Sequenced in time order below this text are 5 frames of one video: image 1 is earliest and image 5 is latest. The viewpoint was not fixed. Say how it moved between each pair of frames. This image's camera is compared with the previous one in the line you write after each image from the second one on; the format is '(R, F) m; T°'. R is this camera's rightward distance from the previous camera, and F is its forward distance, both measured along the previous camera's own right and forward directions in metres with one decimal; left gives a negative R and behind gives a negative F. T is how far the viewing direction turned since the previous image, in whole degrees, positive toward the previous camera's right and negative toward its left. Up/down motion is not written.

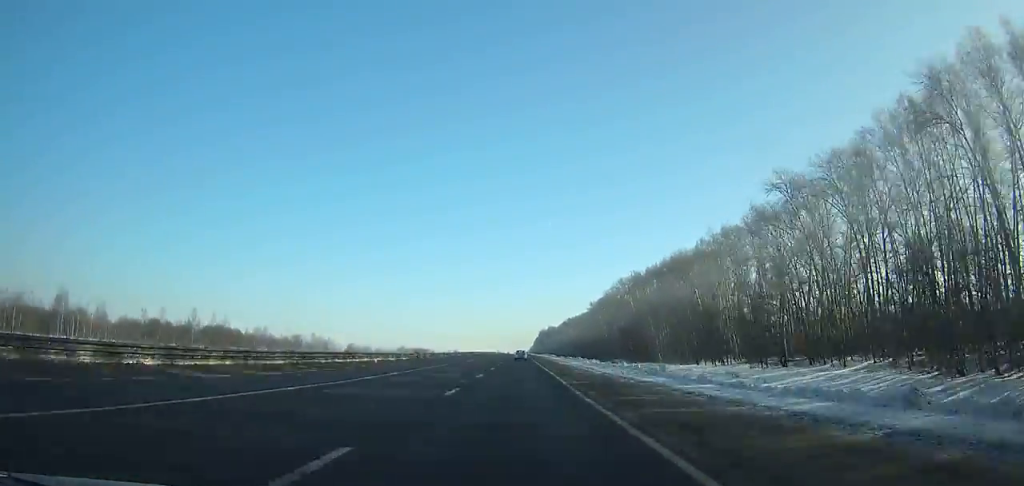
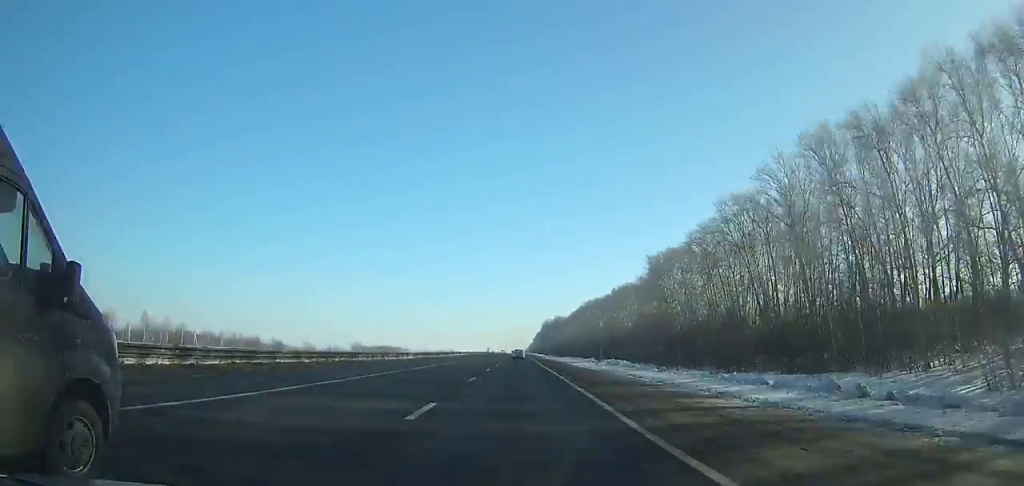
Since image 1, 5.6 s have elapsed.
(+0.2, +139.4) m; 0°
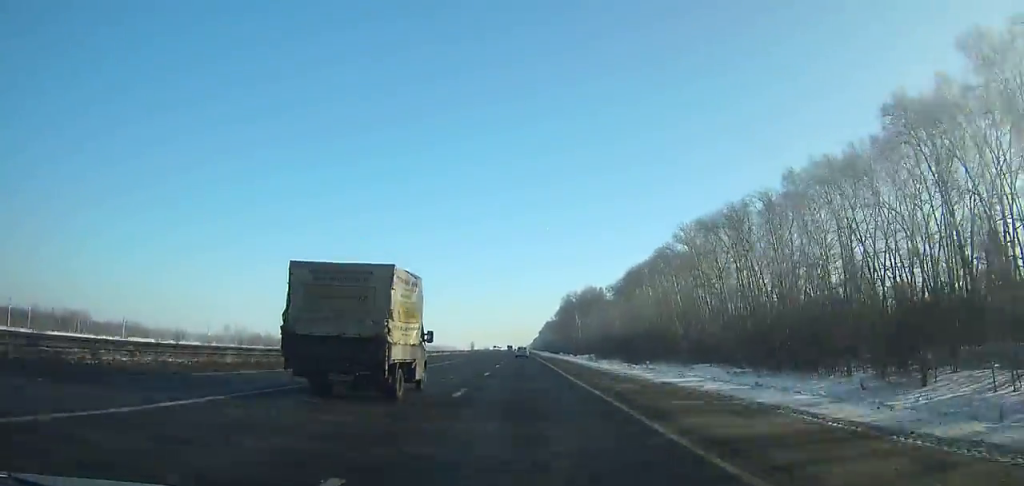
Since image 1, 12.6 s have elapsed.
(+1.0, +177.3) m; +1°
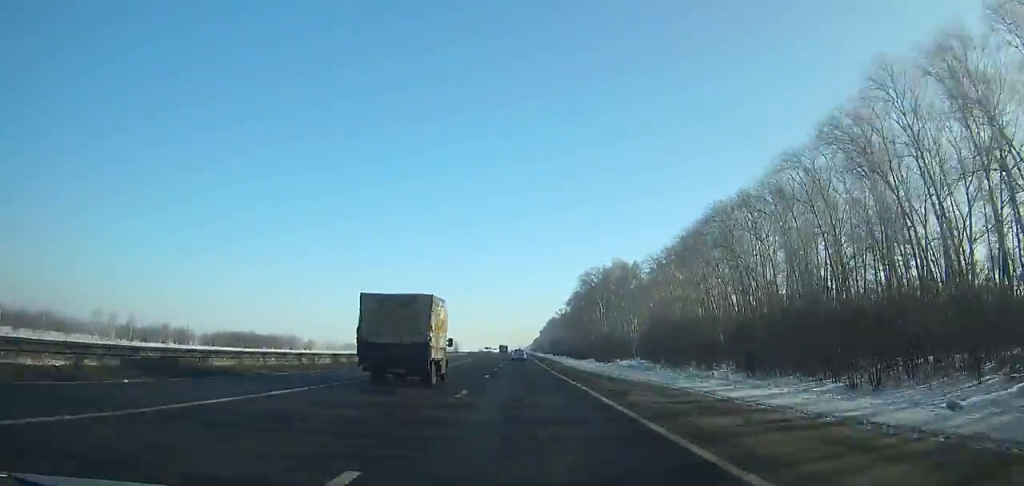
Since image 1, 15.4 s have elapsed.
(+0.2, +71.7) m; 0°
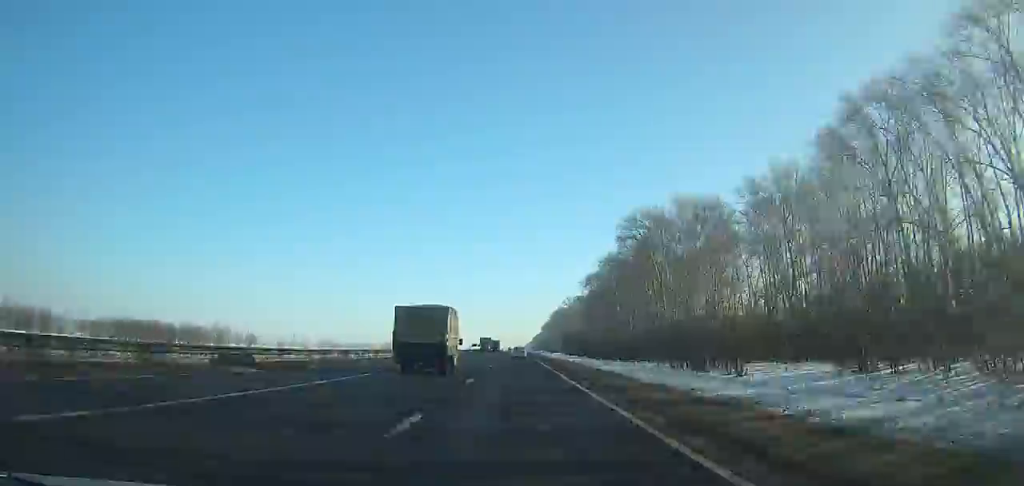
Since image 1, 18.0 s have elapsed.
(+0.1, +66.9) m; 0°
